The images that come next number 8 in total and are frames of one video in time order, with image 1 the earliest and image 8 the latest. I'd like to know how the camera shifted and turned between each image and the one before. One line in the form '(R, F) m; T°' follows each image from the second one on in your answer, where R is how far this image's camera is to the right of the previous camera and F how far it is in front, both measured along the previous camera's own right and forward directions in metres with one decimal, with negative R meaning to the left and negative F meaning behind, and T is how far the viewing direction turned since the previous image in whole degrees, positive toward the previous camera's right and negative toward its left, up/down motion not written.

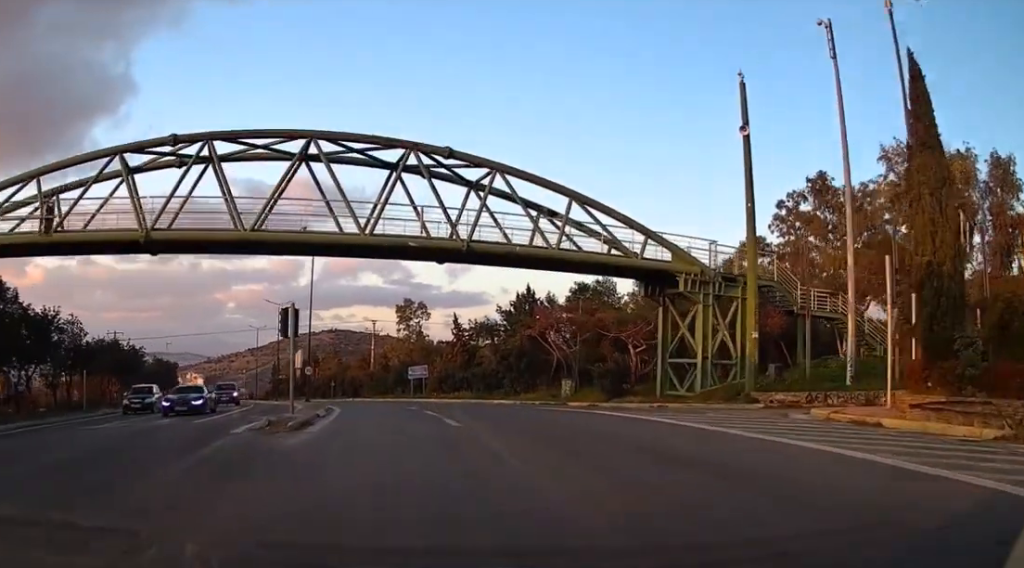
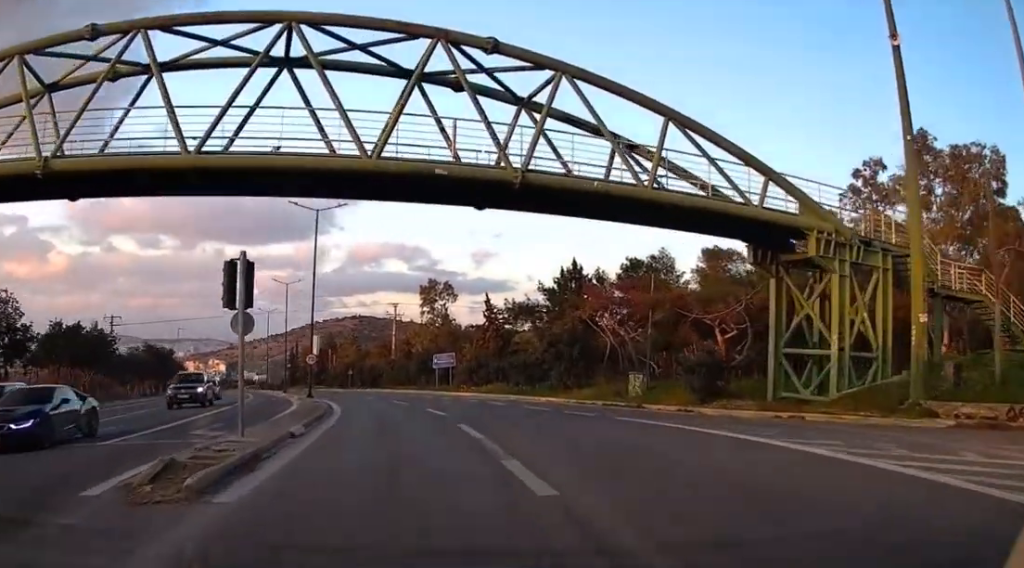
(0.0, +6.7) m; -2°
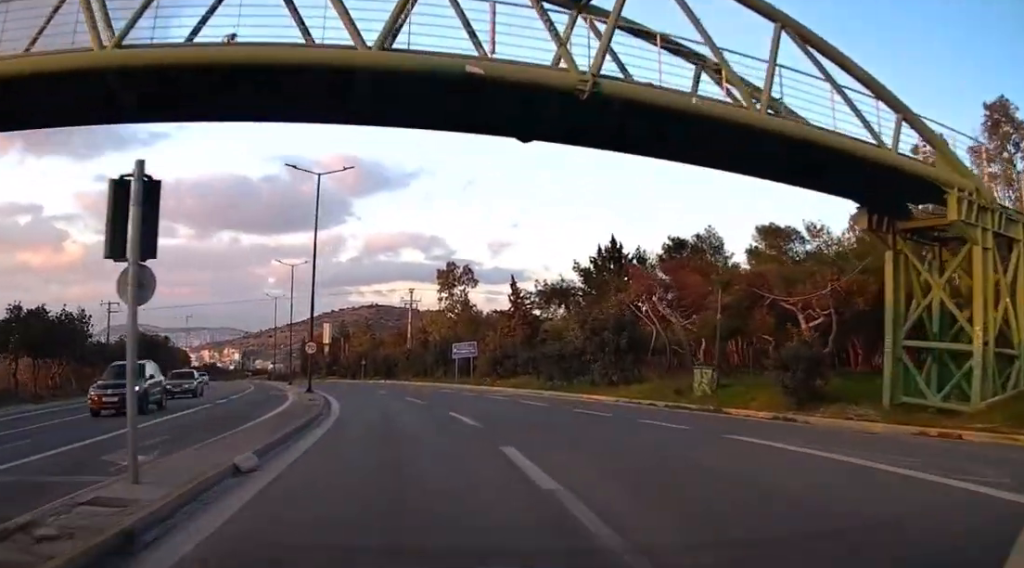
(0.0, +4.6) m; -1°
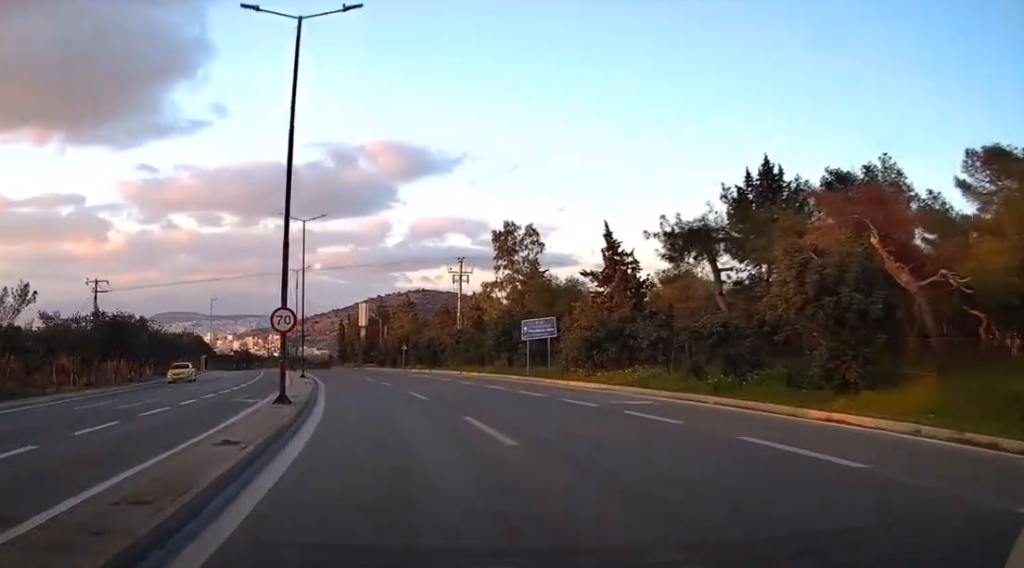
(-0.4, +13.3) m; -3°
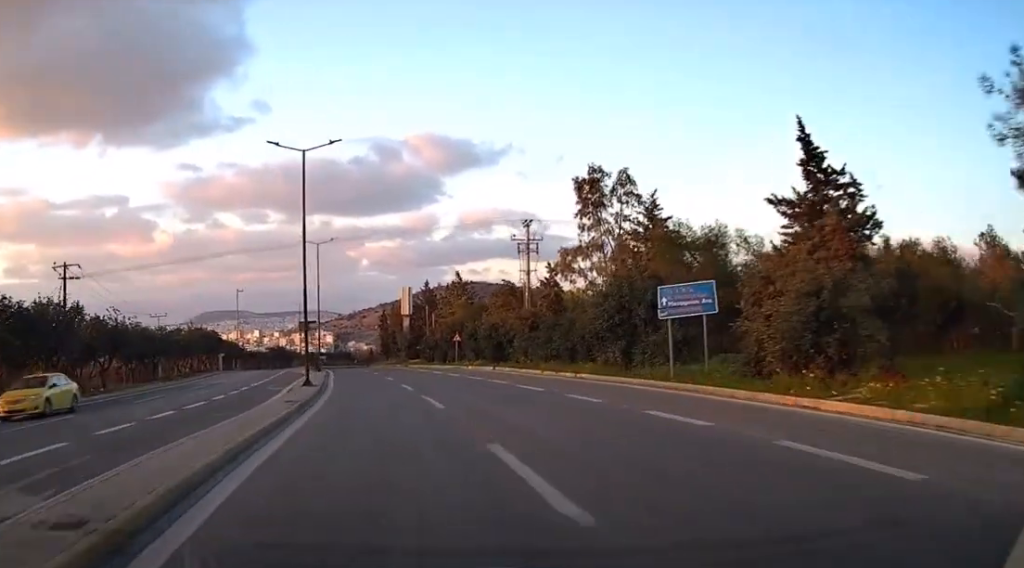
(-0.3, +14.4) m; -3°
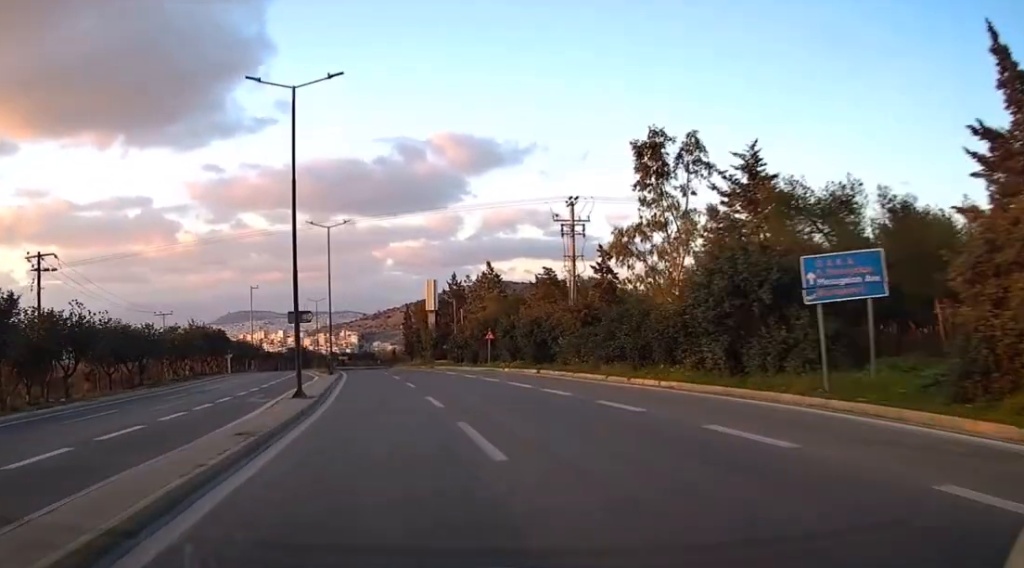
(-0.2, +7.6) m; -2°
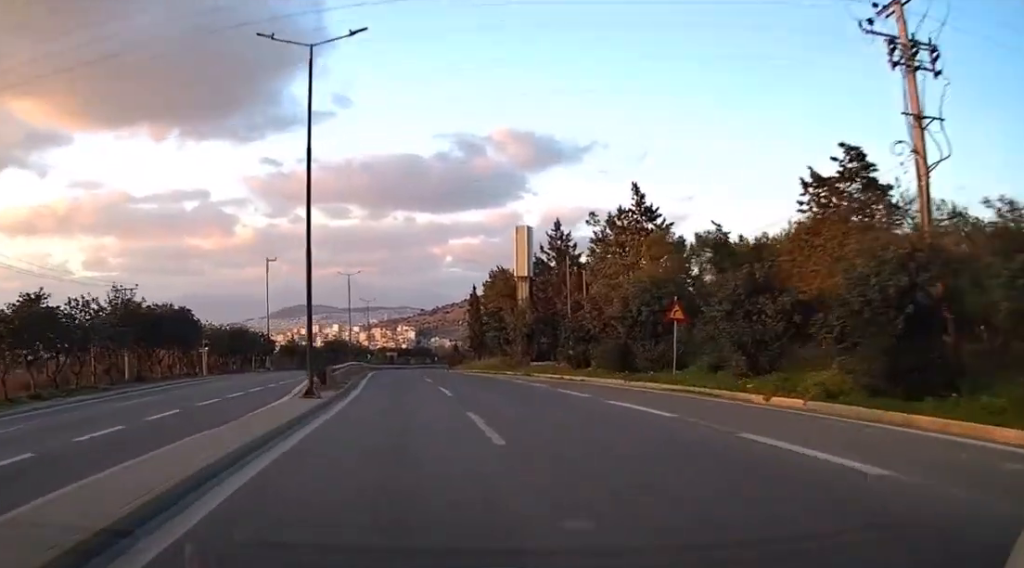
(-1.3, +28.0) m; -5°
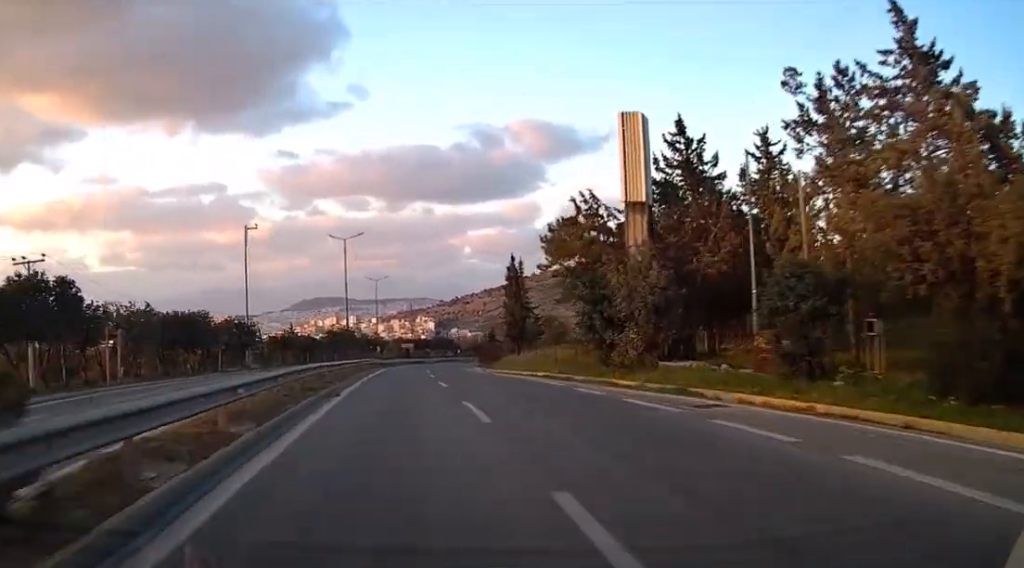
(-0.7, +20.1) m; -2°
